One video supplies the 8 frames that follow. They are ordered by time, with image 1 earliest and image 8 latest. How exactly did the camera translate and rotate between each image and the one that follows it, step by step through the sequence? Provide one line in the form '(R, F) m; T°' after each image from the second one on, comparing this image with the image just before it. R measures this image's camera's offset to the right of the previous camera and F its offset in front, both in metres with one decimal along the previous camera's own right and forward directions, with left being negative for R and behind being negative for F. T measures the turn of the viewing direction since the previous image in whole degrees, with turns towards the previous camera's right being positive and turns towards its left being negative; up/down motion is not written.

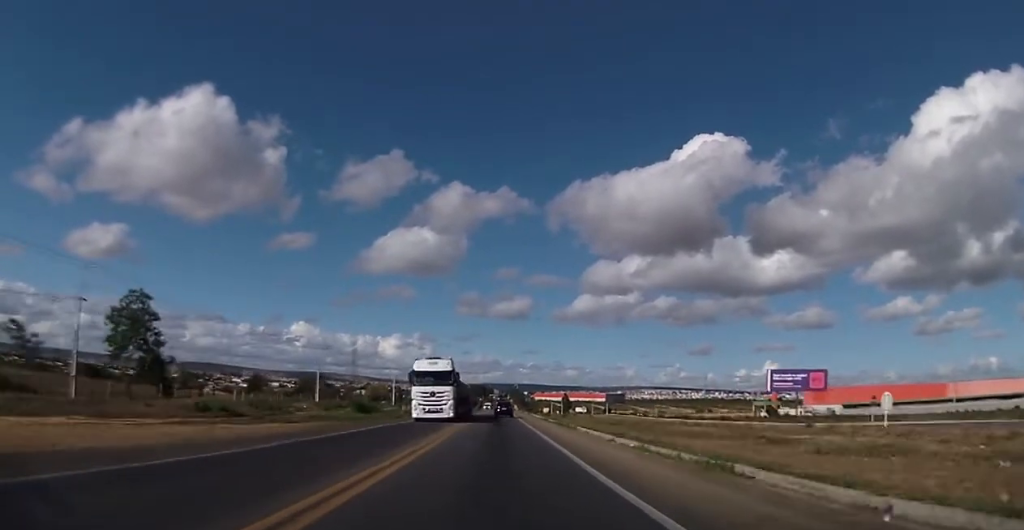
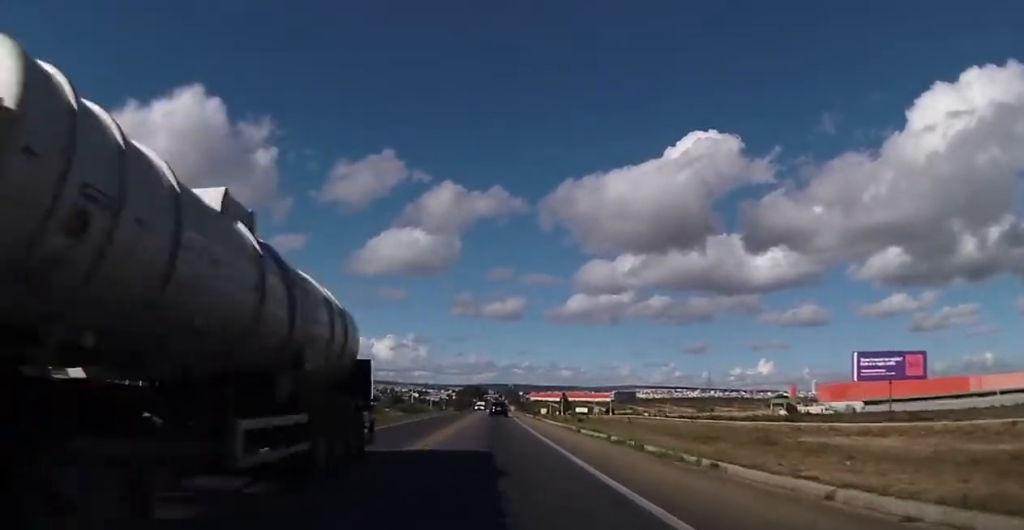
(-0.1, +25.3) m; +1°
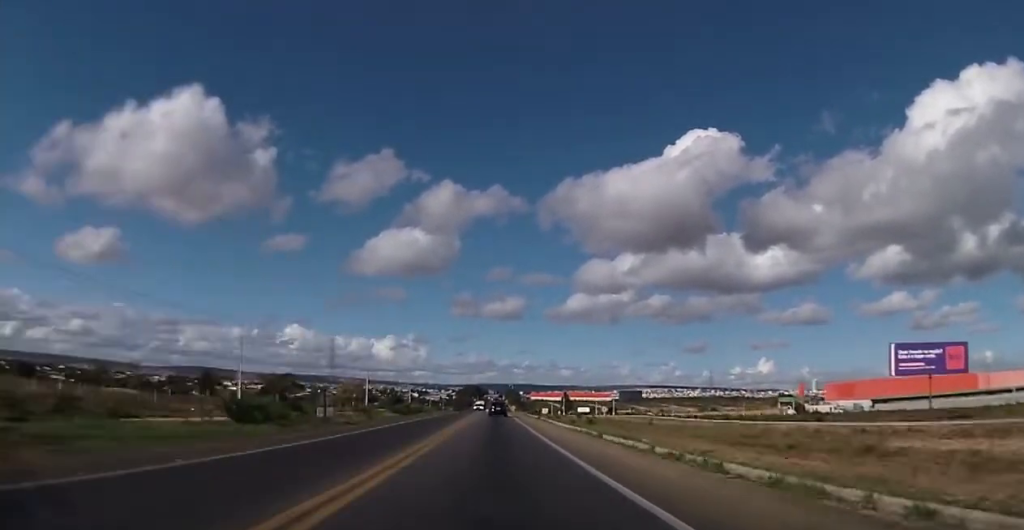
(+0.1, +7.3) m; +1°
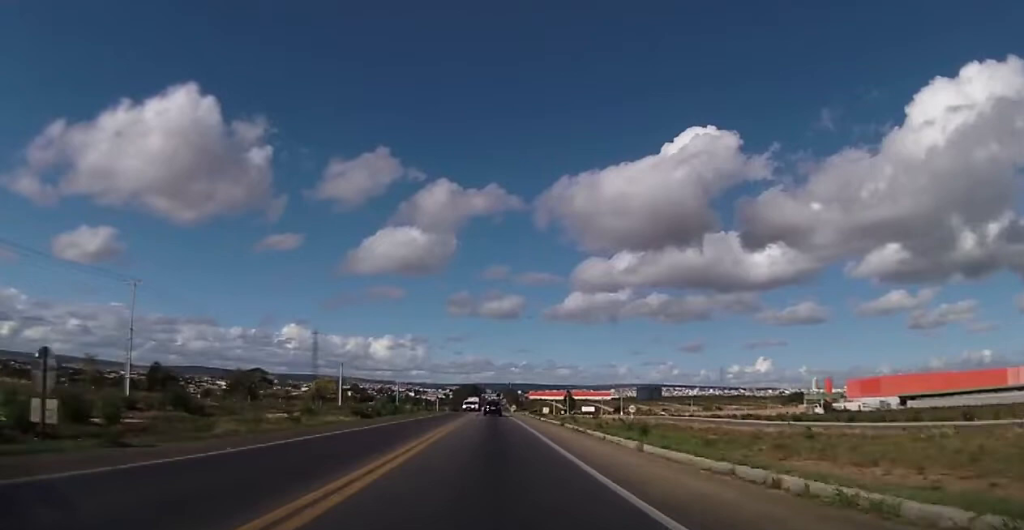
(-0.2, +25.0) m; -2°
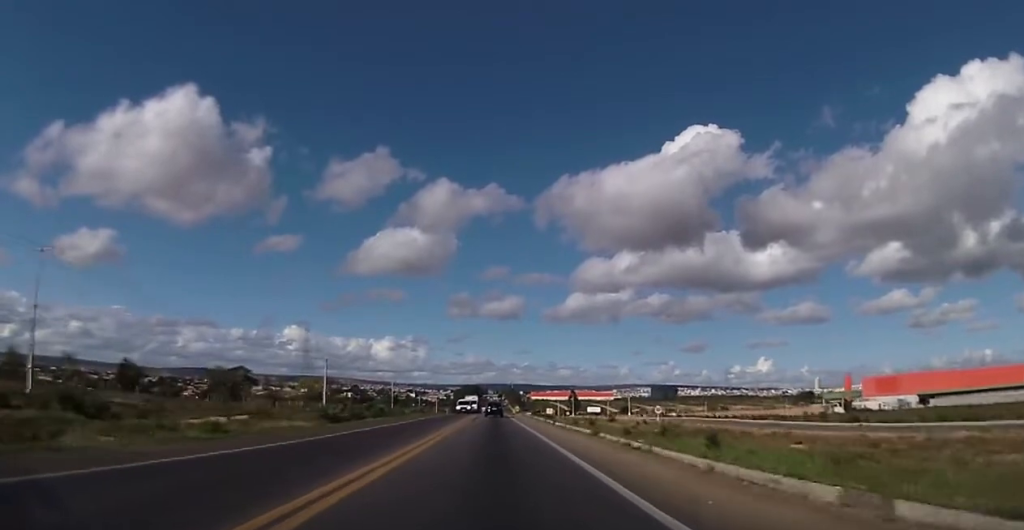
(-0.2, +13.5) m; -1°
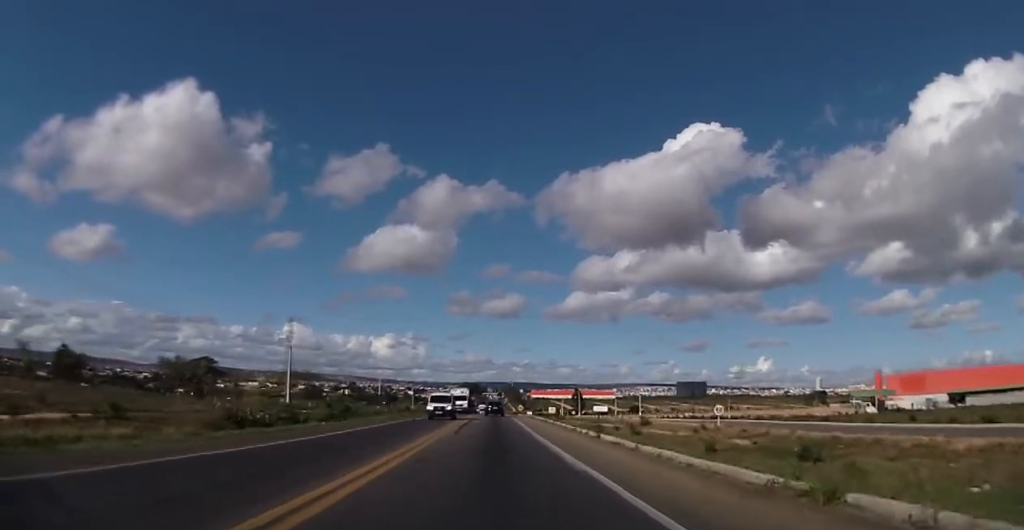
(-0.1, +21.4) m; +1°
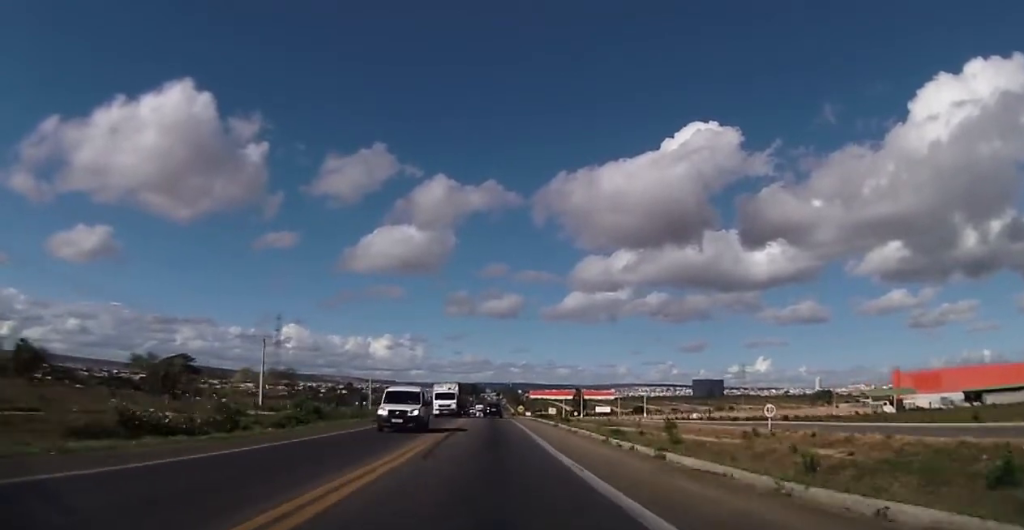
(+0.1, +11.1) m; +1°
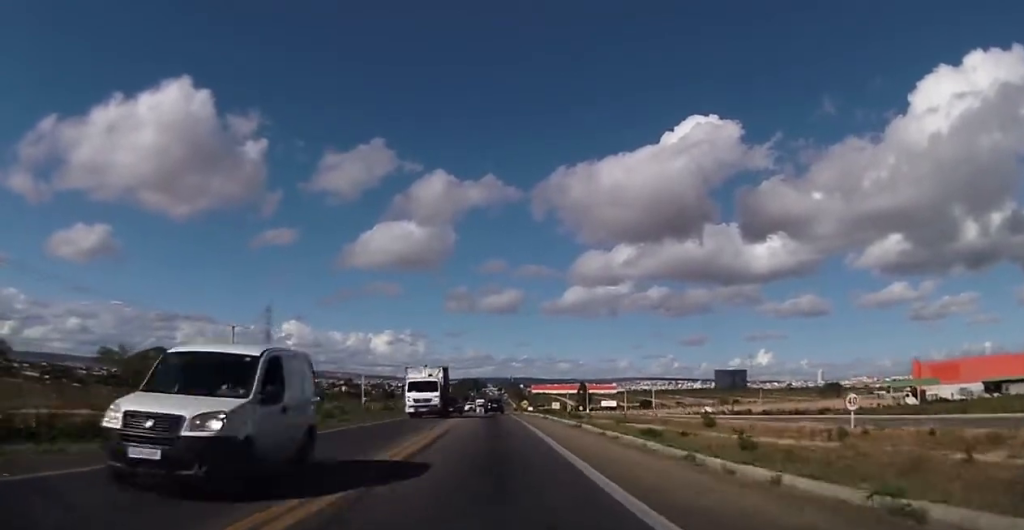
(+0.1, +11.3) m; +1°
